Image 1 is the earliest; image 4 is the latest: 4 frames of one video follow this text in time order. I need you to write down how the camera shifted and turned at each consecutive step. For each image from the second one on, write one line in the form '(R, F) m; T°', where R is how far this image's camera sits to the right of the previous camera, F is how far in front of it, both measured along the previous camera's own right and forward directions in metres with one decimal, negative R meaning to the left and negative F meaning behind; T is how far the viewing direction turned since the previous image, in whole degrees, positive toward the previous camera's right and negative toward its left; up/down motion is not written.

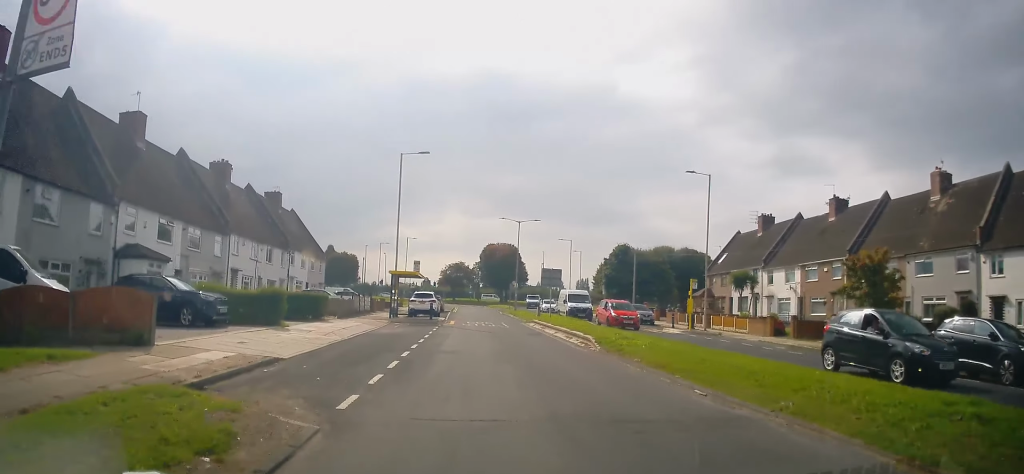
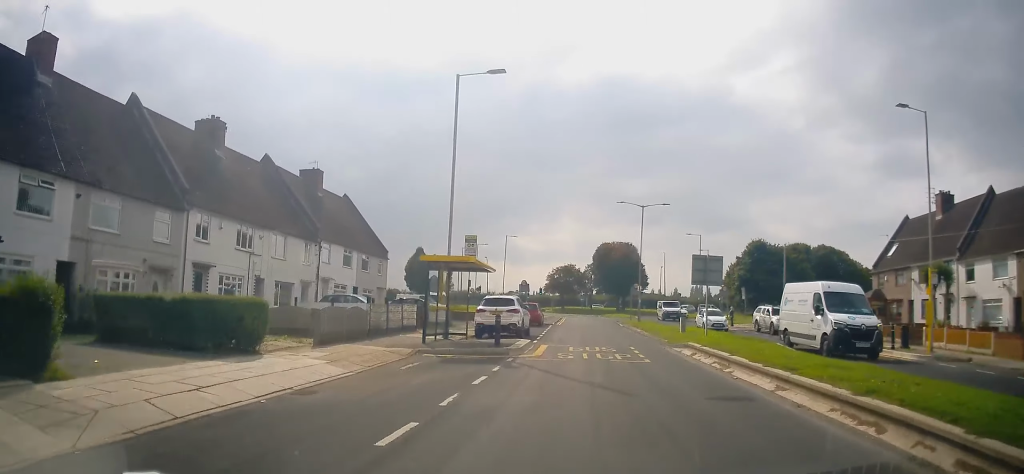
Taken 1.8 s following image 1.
(-2.4, +14.3) m; -12°
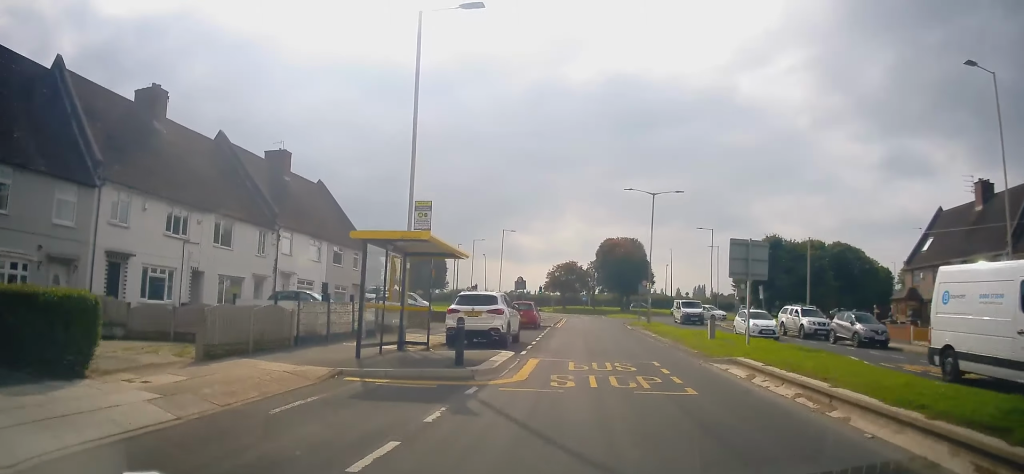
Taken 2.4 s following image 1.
(+0.1, +5.4) m; +1°
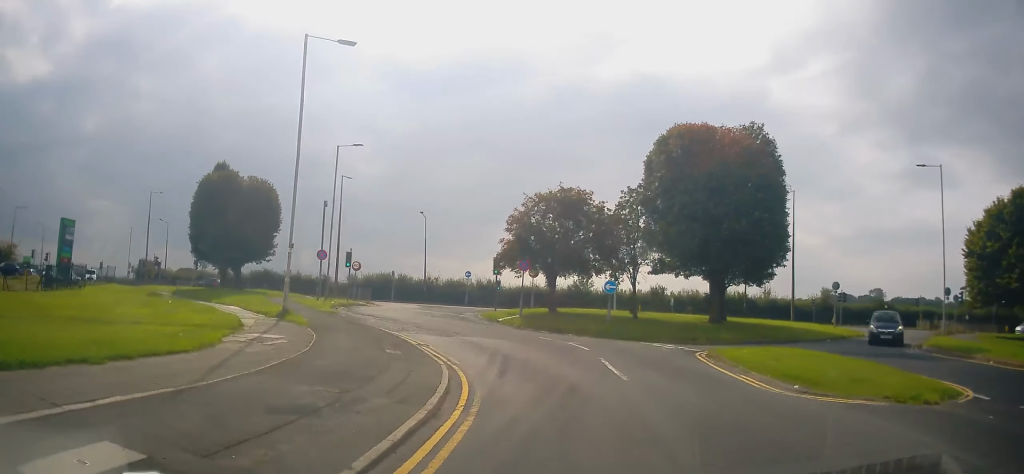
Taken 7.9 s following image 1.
(-0.7, +55.6) m; -4°
